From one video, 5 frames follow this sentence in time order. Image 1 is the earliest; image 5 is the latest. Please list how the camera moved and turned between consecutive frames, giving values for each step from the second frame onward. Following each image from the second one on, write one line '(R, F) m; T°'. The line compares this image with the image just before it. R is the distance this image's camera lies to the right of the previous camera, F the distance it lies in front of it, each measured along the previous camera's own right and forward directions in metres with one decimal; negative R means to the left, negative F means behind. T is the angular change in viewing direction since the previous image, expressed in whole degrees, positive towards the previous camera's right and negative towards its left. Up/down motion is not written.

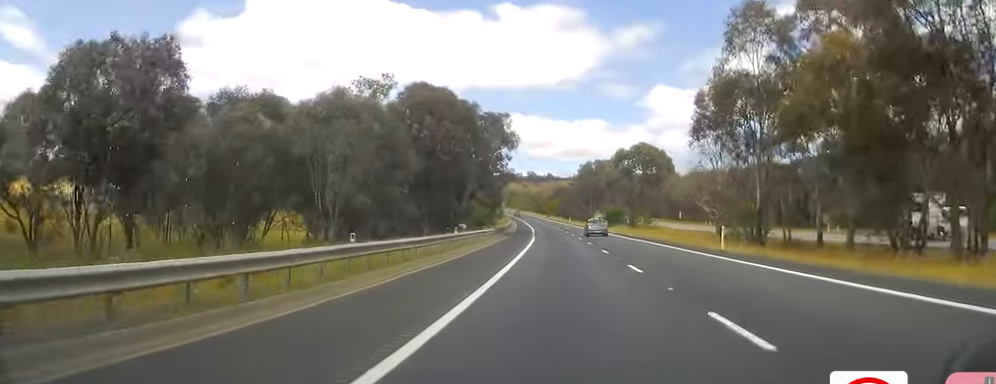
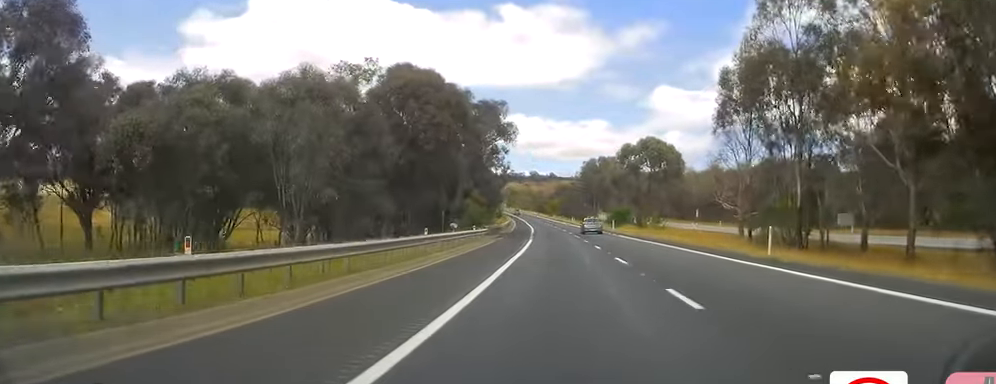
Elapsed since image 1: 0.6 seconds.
(+0.3, +8.2) m; 0°
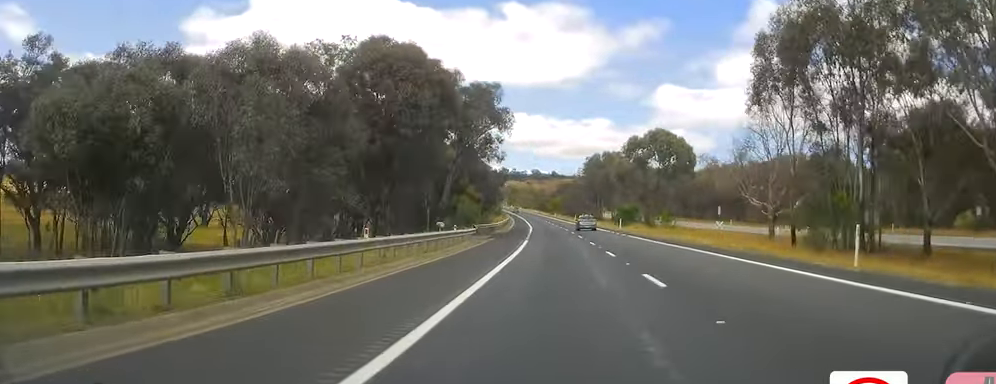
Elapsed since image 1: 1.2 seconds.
(+0.5, +8.7) m; 0°
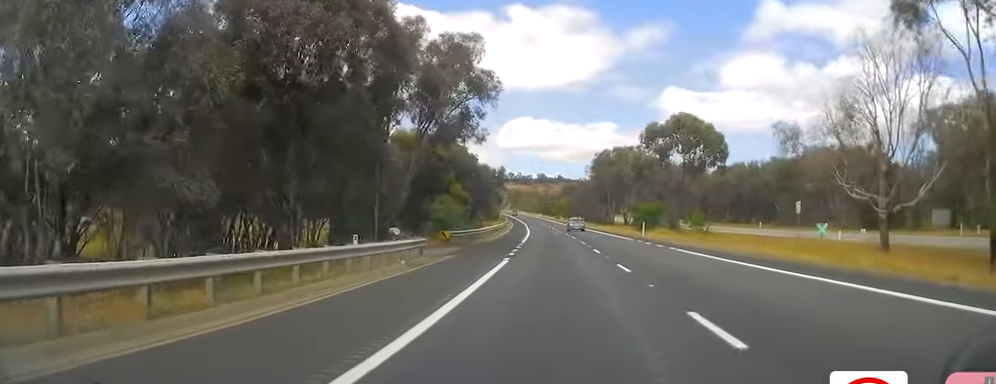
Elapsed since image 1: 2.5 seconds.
(-0.8, +18.4) m; -1°
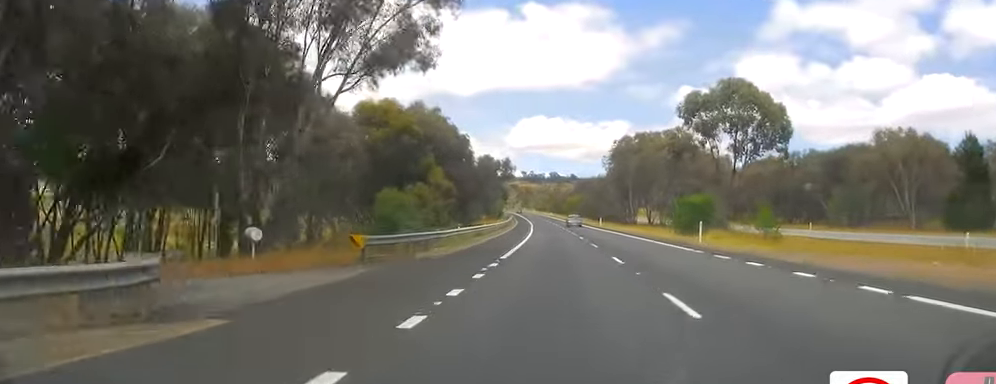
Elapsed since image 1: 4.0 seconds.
(+0.3, +21.4) m; 0°
